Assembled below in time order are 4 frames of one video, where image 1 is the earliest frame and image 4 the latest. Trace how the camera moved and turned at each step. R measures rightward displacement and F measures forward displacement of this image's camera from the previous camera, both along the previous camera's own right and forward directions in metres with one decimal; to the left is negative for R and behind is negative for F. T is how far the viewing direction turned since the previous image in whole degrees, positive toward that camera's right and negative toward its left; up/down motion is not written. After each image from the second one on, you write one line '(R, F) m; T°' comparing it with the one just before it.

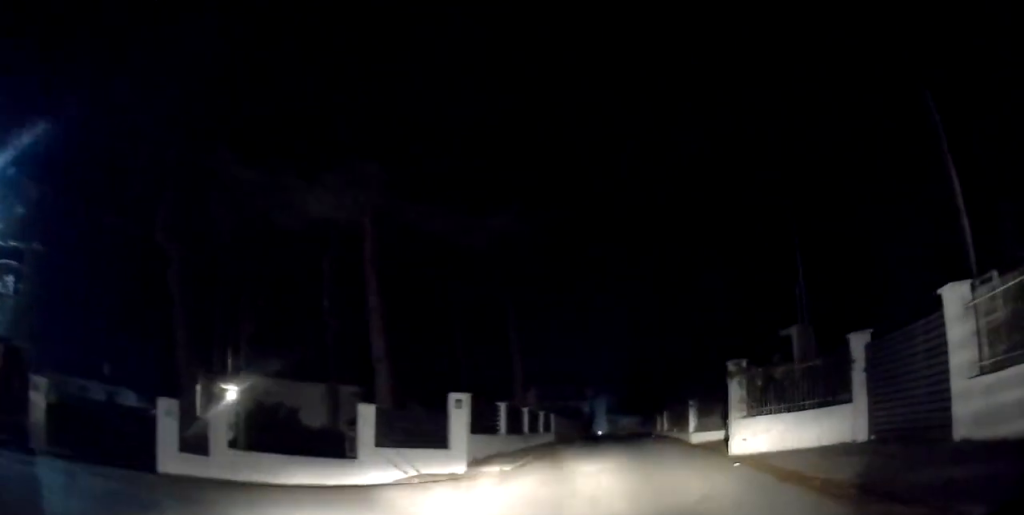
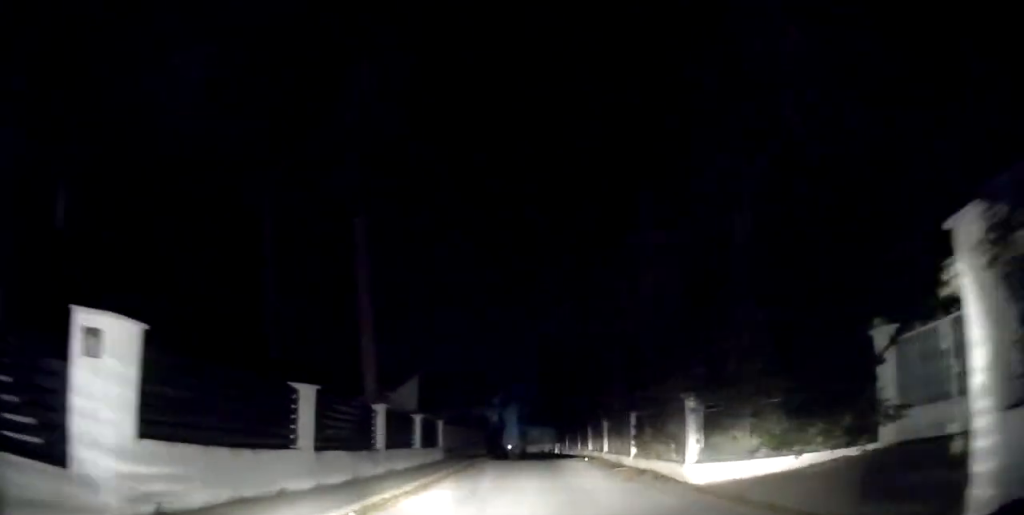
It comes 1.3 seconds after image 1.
(+1.0, +9.6) m; +10°
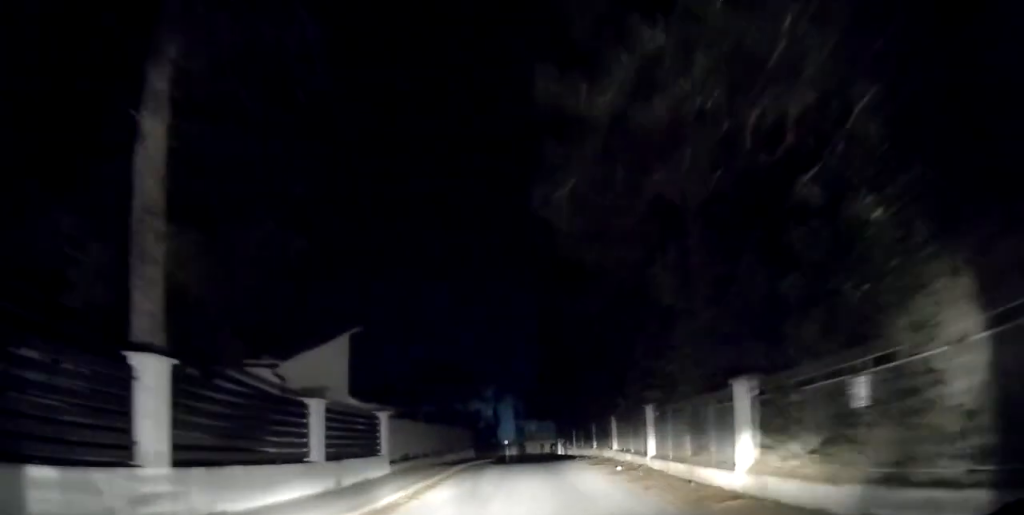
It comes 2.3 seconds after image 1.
(+0.3, +8.3) m; 0°
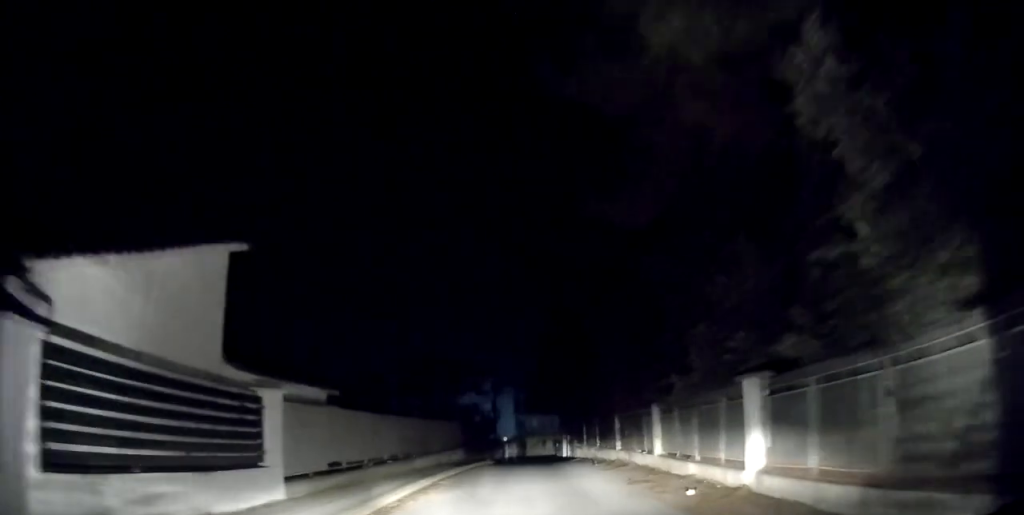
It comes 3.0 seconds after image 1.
(-0.2, +6.6) m; 0°
